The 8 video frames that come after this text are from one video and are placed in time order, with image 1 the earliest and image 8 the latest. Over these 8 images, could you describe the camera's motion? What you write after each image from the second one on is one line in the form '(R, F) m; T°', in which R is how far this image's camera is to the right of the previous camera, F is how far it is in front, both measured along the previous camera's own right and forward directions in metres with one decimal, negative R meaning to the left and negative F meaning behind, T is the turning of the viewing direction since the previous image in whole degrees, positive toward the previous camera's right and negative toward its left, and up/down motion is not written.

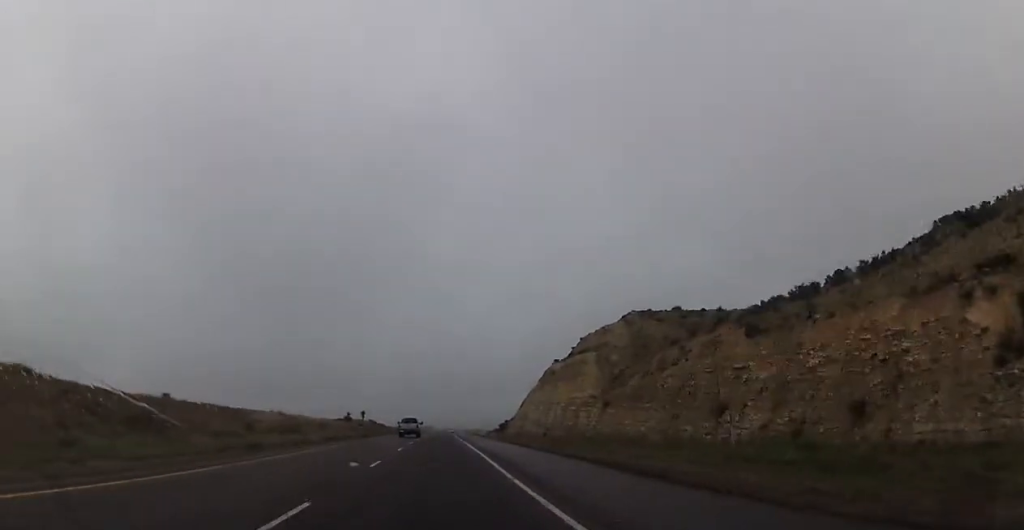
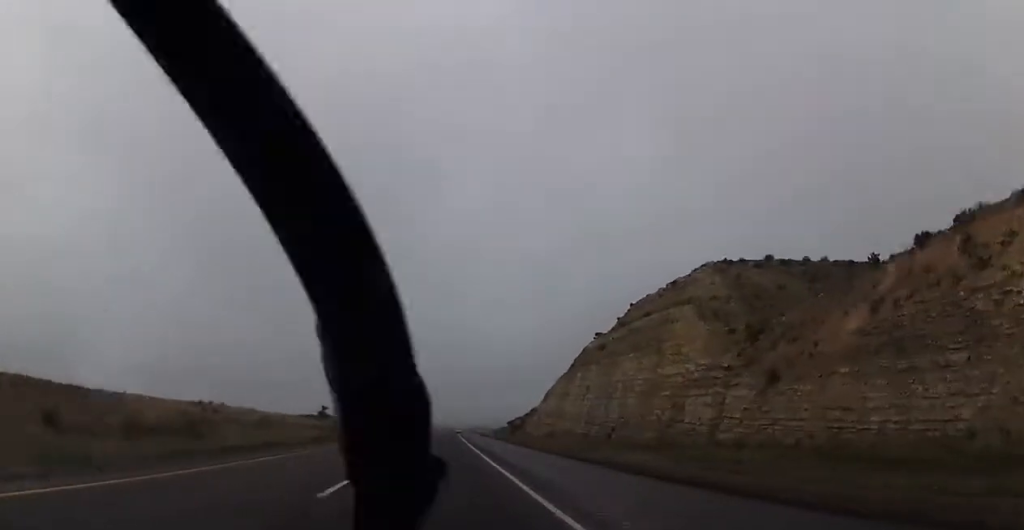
(0.0, +32.5) m; 0°
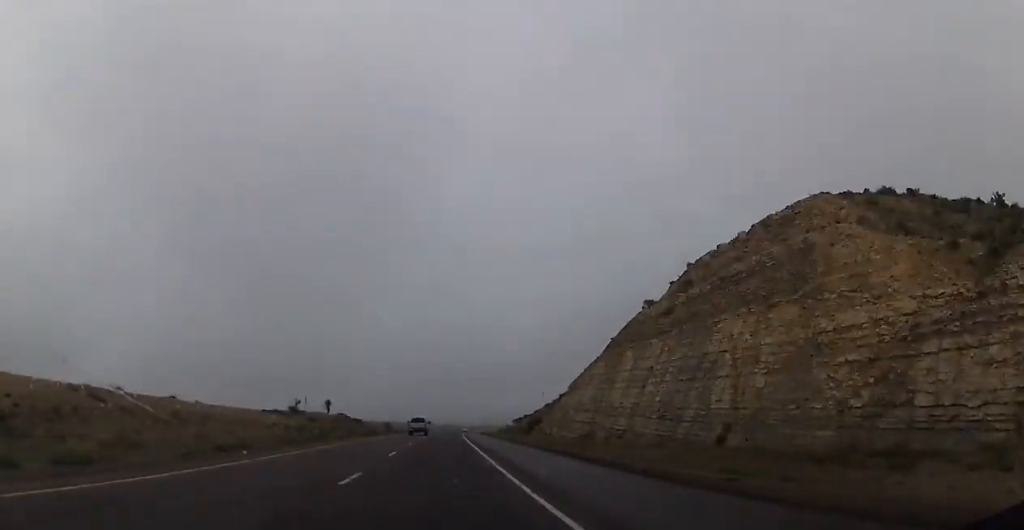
(0.0, +22.0) m; 0°
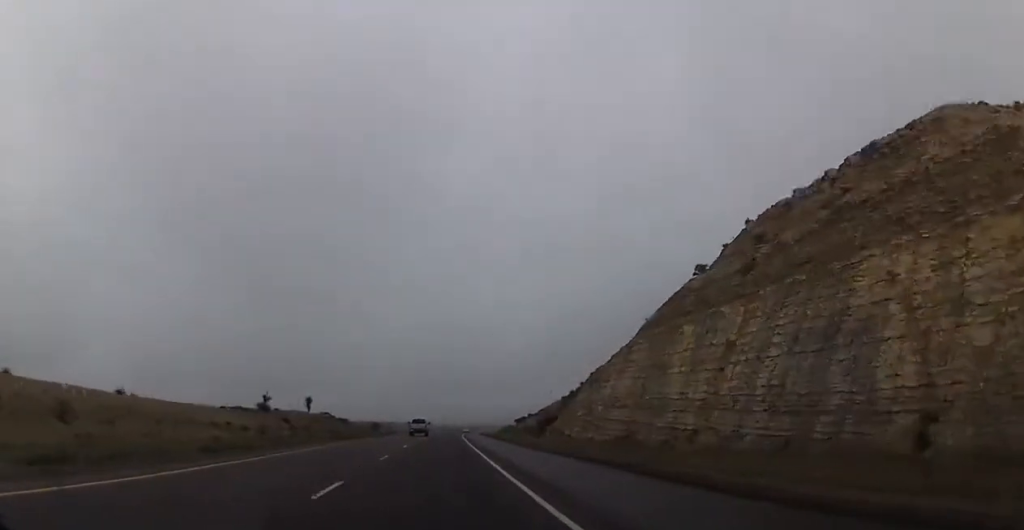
(0.0, +15.0) m; 0°
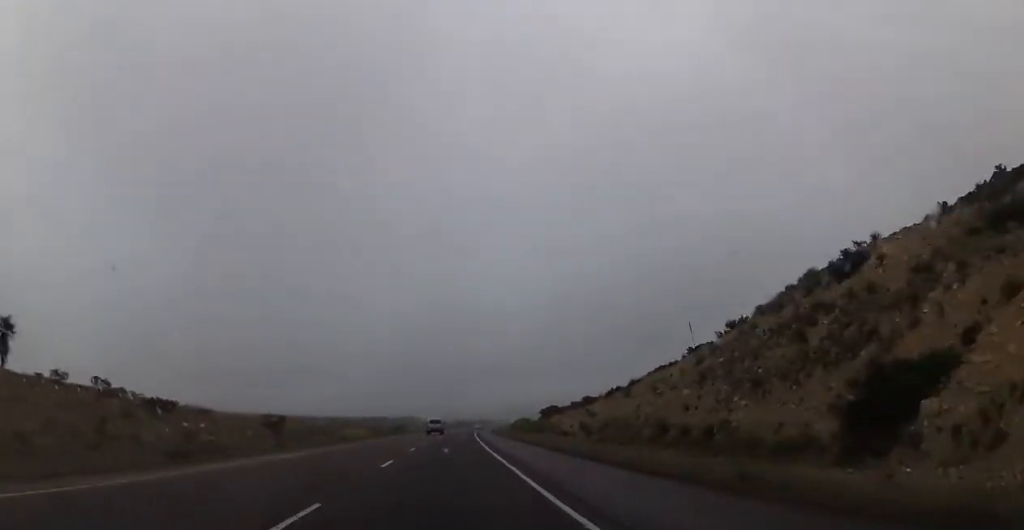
(+0.5, +76.5) m; 0°
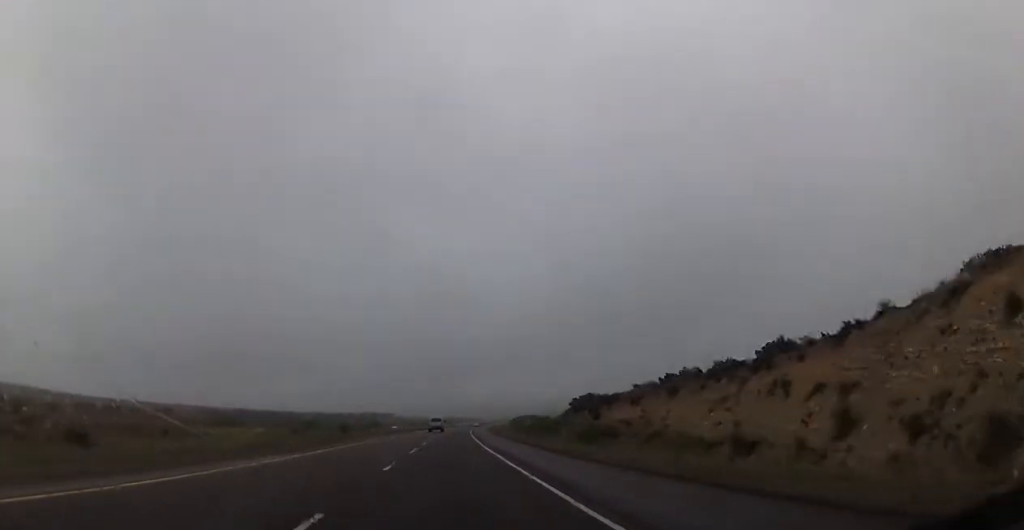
(+0.3, +49.8) m; +2°
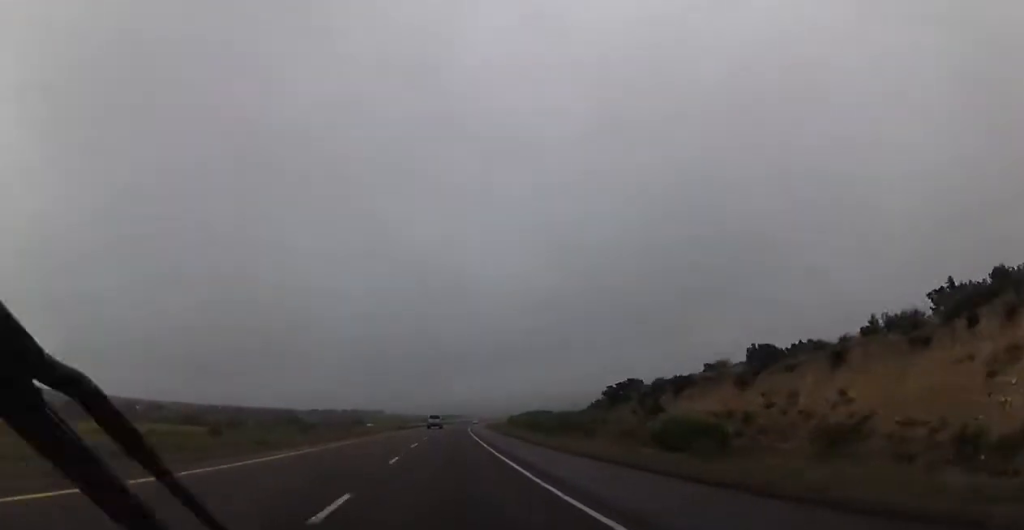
(+0.5, +22.0) m; +1°
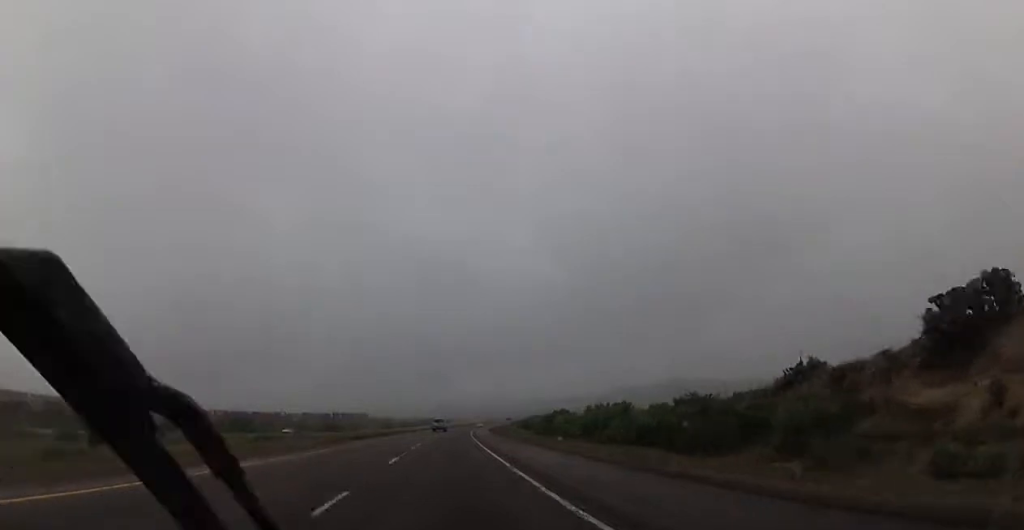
(+0.1, +47.5) m; 0°
